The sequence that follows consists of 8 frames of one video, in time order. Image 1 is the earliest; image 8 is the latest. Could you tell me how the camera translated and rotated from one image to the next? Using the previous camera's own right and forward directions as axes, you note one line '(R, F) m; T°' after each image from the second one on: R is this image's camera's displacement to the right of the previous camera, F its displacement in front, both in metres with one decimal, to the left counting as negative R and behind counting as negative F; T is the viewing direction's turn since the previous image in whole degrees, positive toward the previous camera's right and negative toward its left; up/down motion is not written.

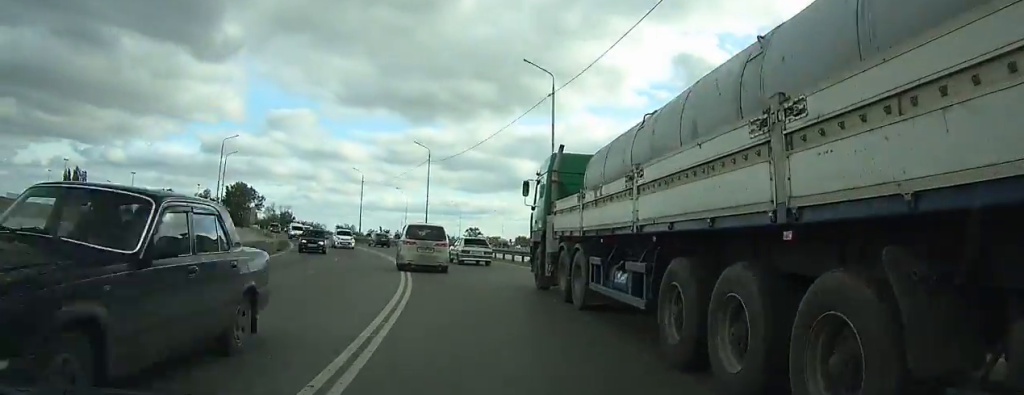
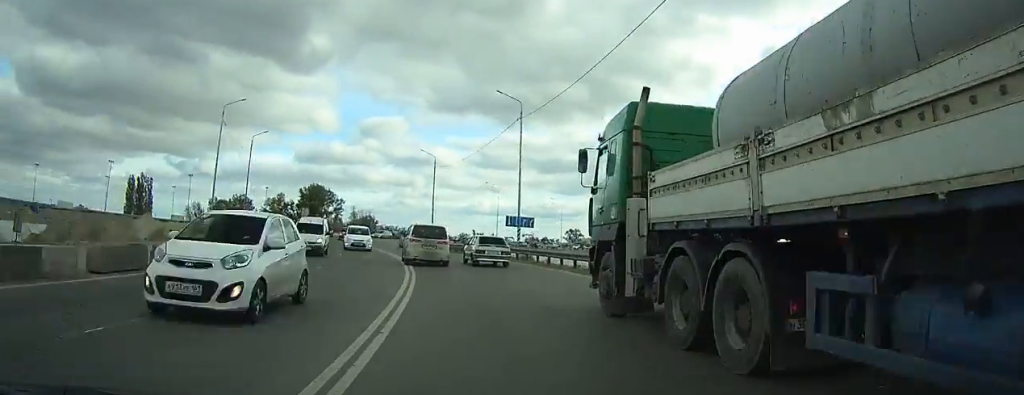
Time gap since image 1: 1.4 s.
(-0.3, +22.6) m; -4°
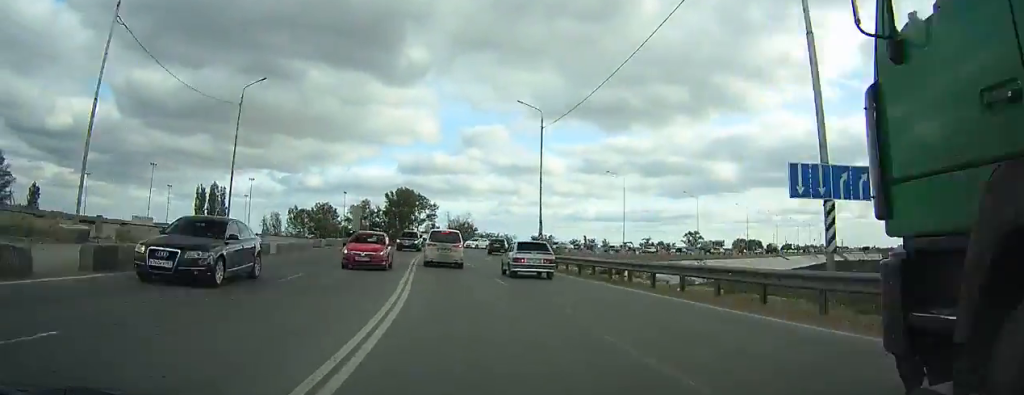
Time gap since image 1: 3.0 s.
(-2.3, +25.7) m; -8°
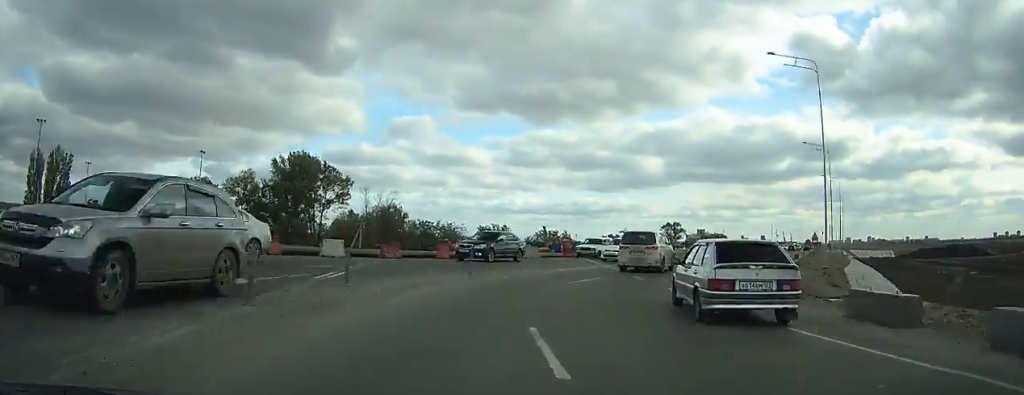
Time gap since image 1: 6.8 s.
(-7.7, +58.3) m; -4°
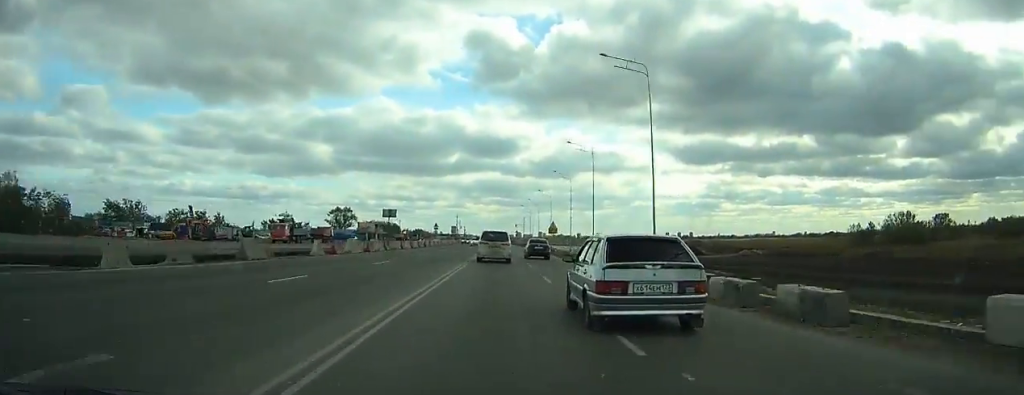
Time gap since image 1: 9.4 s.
(+3.6, +38.0) m; +18°
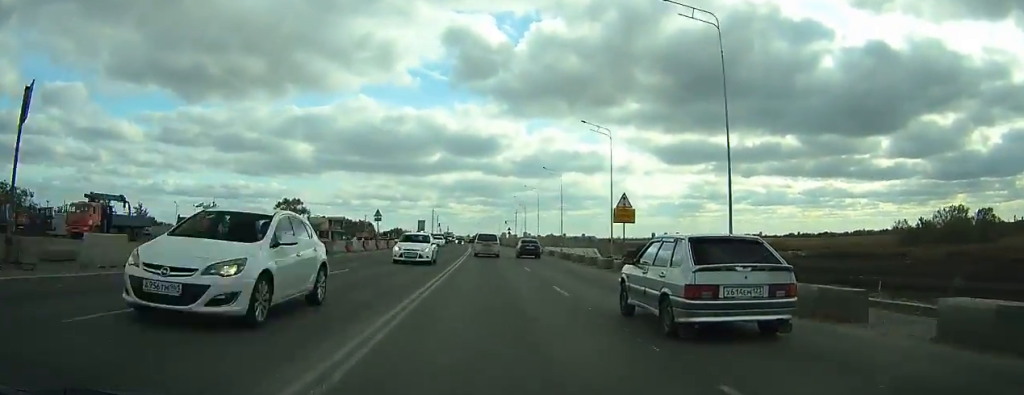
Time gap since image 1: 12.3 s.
(+9.7, +41.2) m; +15°
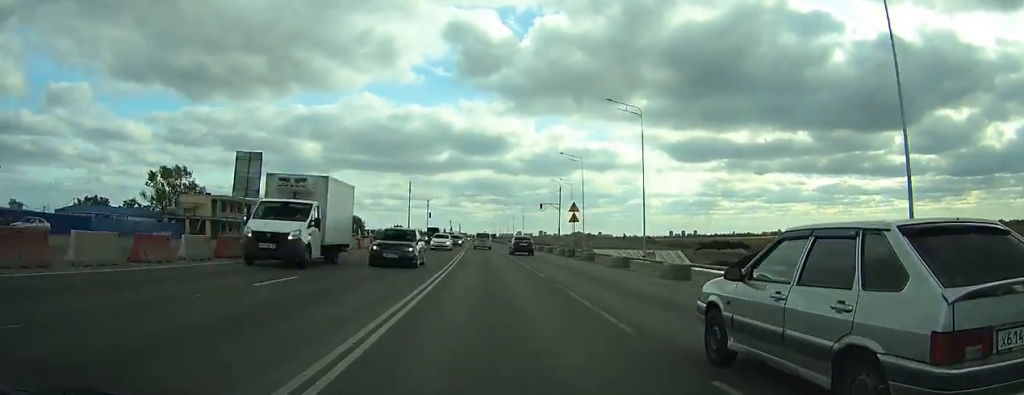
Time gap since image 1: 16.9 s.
(+3.2, +72.6) m; +2°
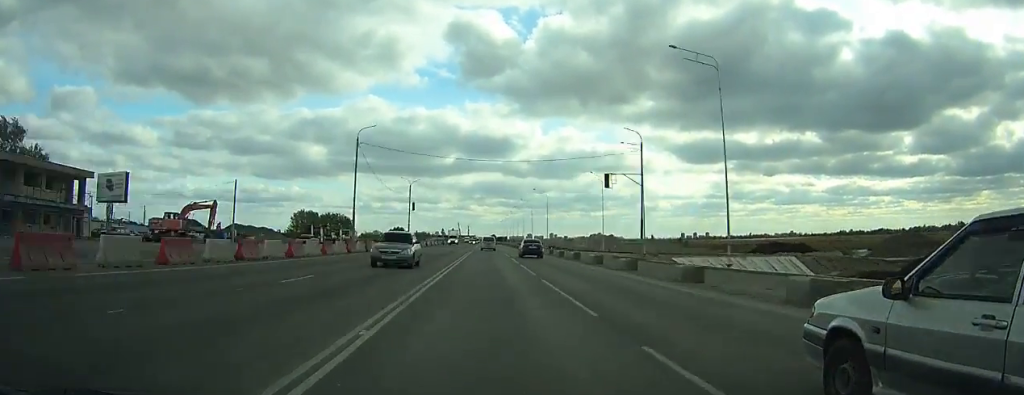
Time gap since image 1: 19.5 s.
(-0.3, +44.4) m; -1°
